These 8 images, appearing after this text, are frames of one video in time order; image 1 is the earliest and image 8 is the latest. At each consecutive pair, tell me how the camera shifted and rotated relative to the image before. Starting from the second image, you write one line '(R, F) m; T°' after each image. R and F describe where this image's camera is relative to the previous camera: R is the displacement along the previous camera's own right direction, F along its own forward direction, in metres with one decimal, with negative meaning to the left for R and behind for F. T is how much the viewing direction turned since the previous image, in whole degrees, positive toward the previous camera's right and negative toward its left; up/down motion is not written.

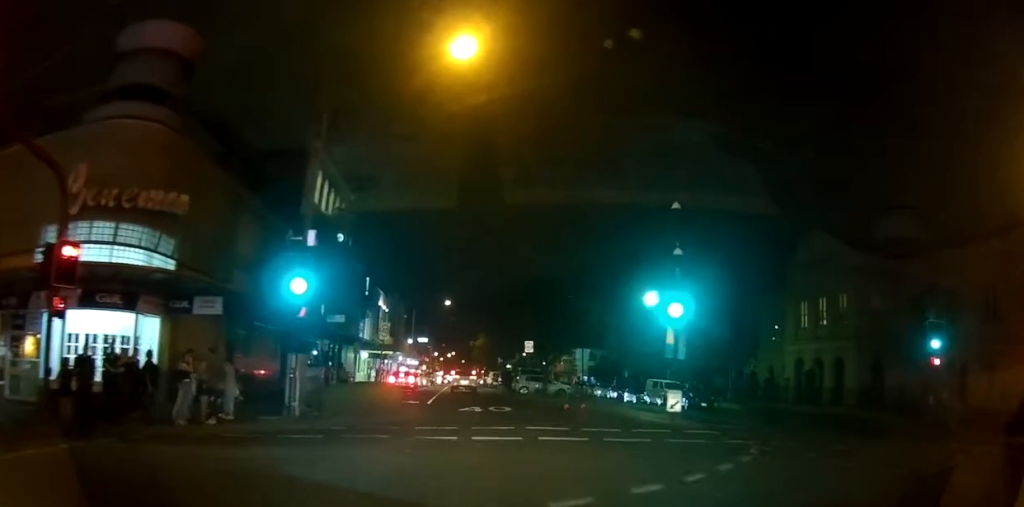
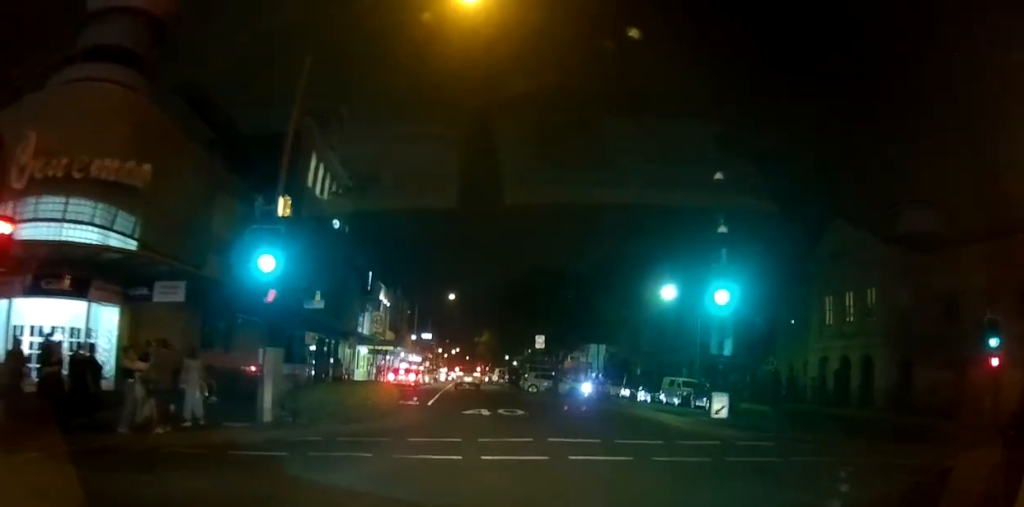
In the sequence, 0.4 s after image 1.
(0.0, +2.5) m; 0°
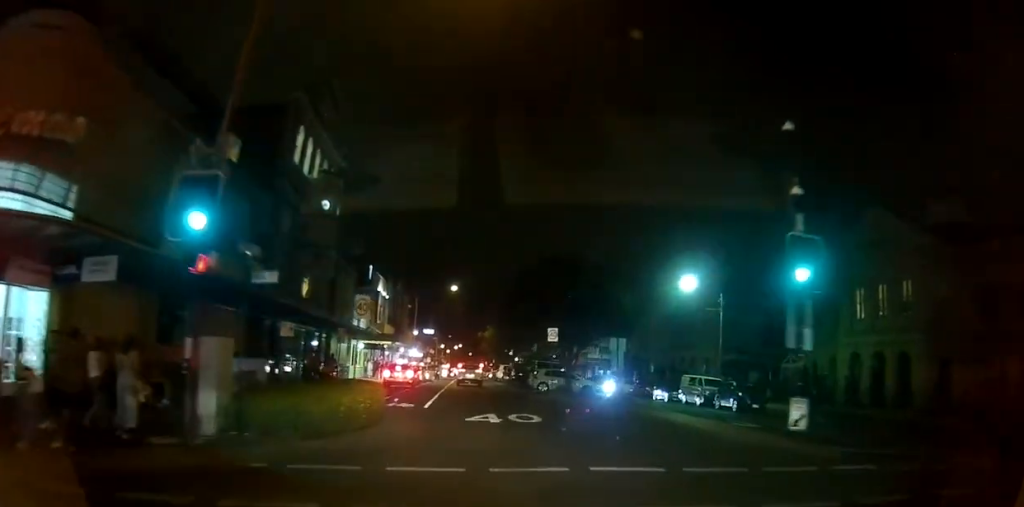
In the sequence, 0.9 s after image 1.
(+0.1, +2.9) m; 0°
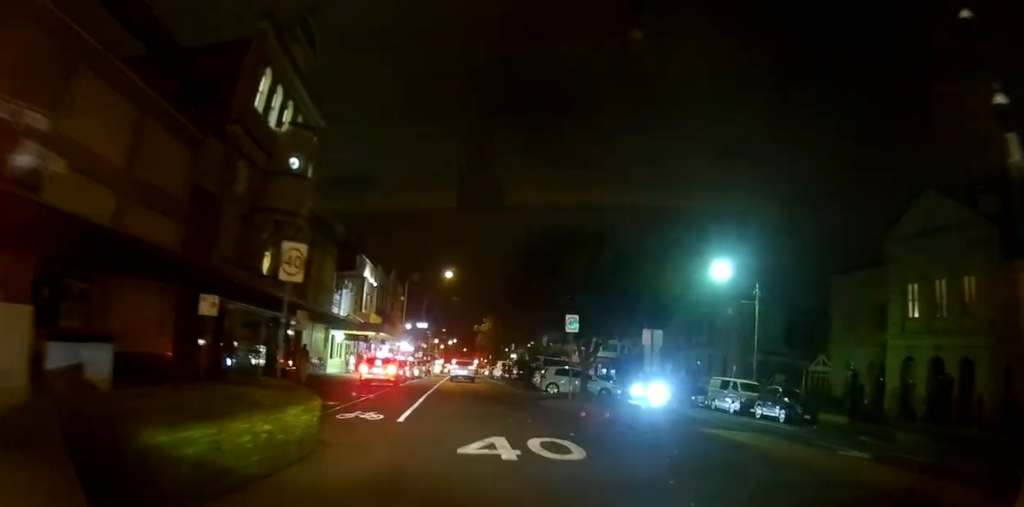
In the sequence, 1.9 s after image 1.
(-0.1, +5.5) m; -1°
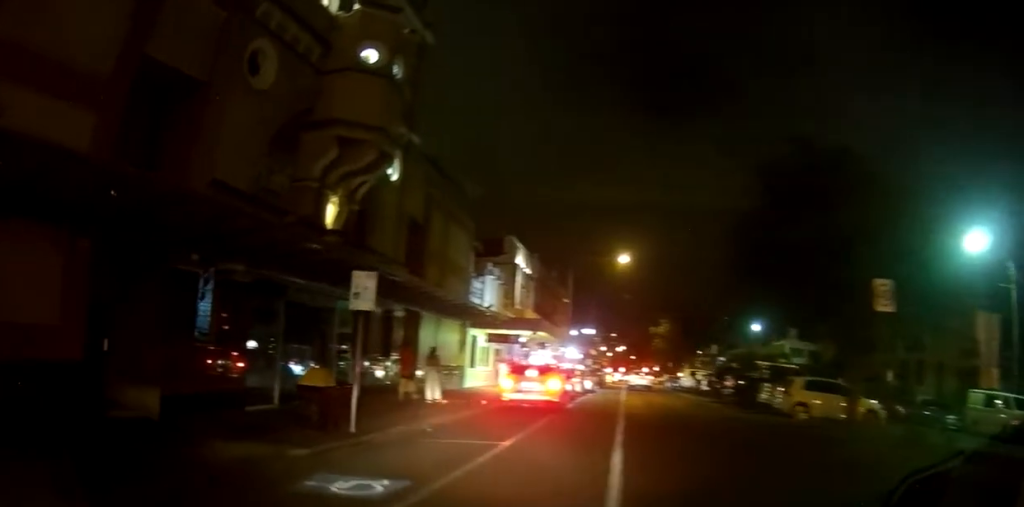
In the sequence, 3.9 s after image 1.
(-0.7, +11.7) m; -8°
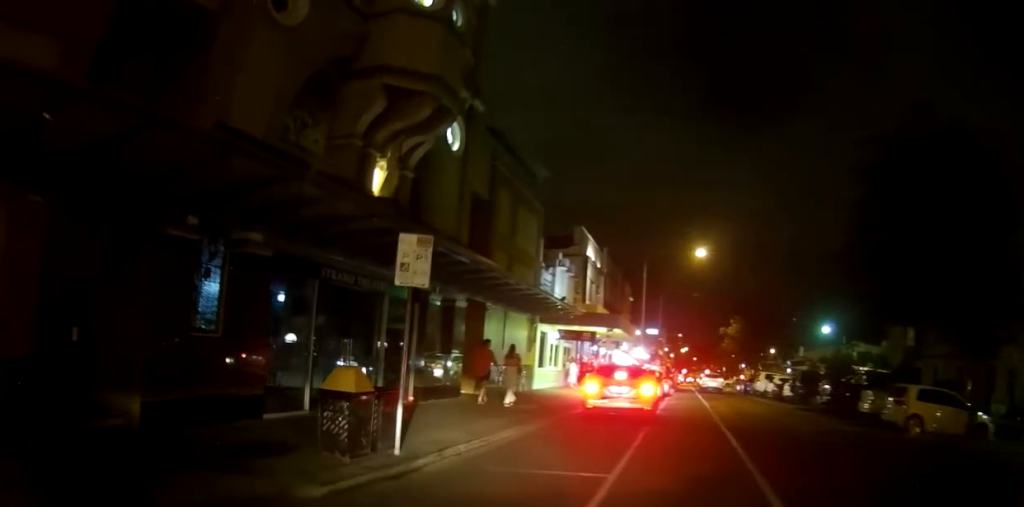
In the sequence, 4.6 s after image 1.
(-0.1, +3.6) m; -4°
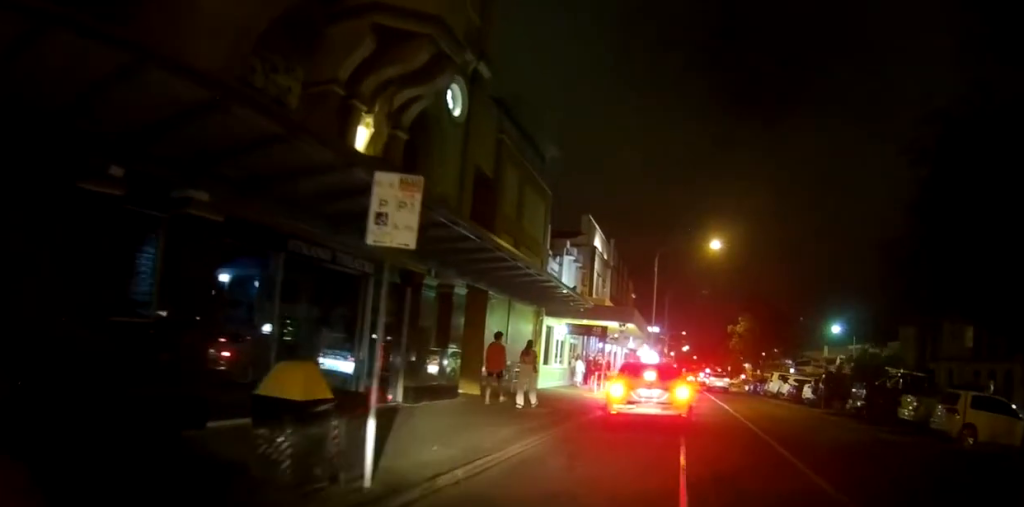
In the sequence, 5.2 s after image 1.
(0.0, +3.0) m; -4°
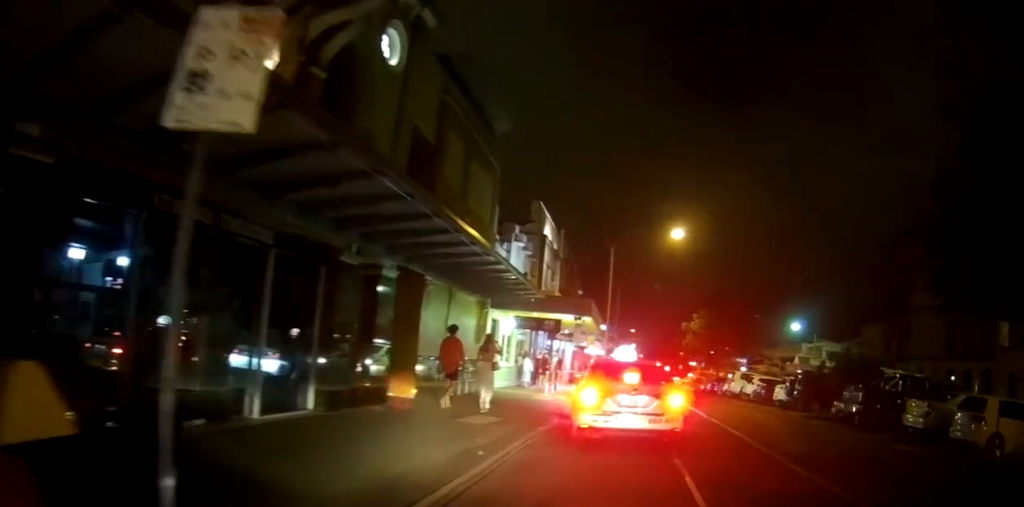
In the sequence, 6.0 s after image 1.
(-0.3, +3.8) m; -7°
